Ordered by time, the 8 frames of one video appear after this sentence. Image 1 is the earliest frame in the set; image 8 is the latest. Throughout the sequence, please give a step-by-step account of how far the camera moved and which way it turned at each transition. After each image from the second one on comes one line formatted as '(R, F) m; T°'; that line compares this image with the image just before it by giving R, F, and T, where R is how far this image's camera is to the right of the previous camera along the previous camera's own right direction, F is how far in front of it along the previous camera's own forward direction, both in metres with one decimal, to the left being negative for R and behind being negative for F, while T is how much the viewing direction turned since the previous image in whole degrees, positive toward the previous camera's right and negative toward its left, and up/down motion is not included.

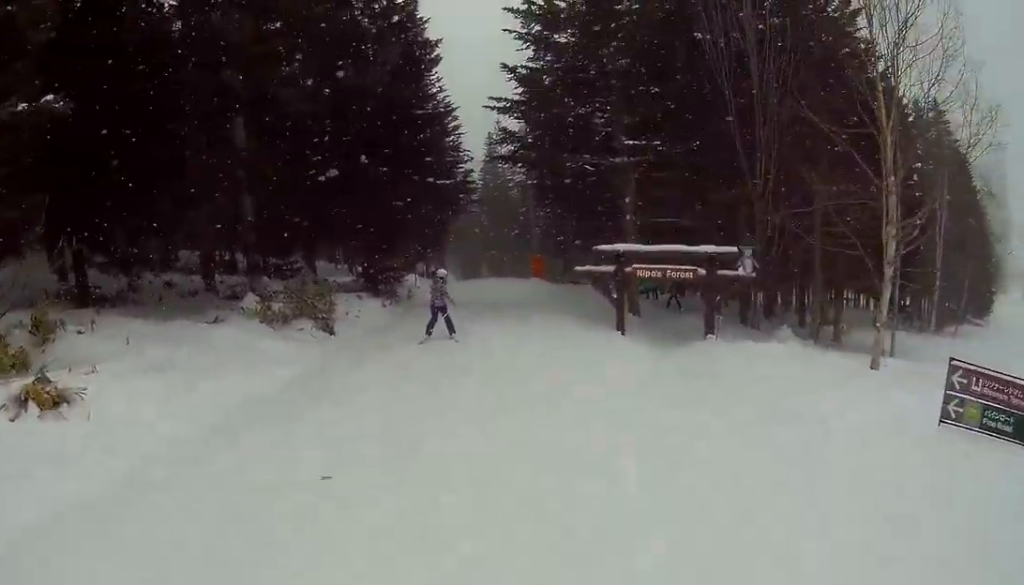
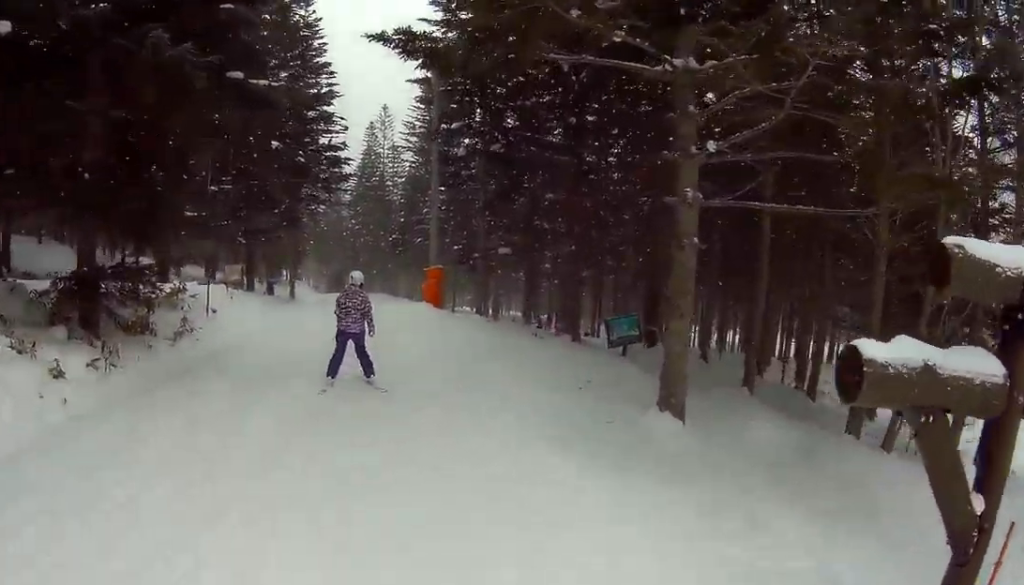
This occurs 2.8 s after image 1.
(+3.6, +12.0) m; +19°
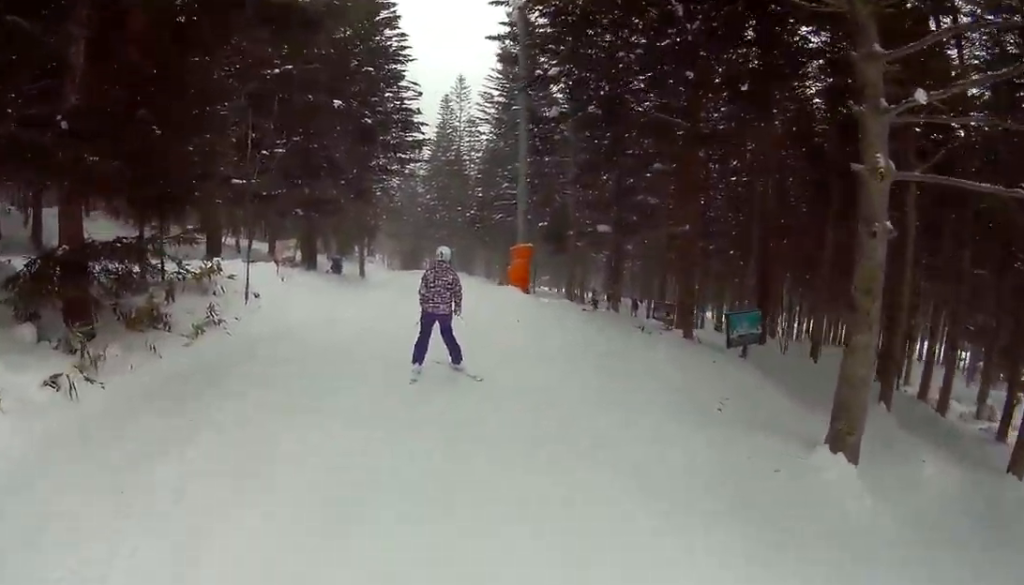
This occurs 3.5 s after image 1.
(+0.1, +2.7) m; -4°
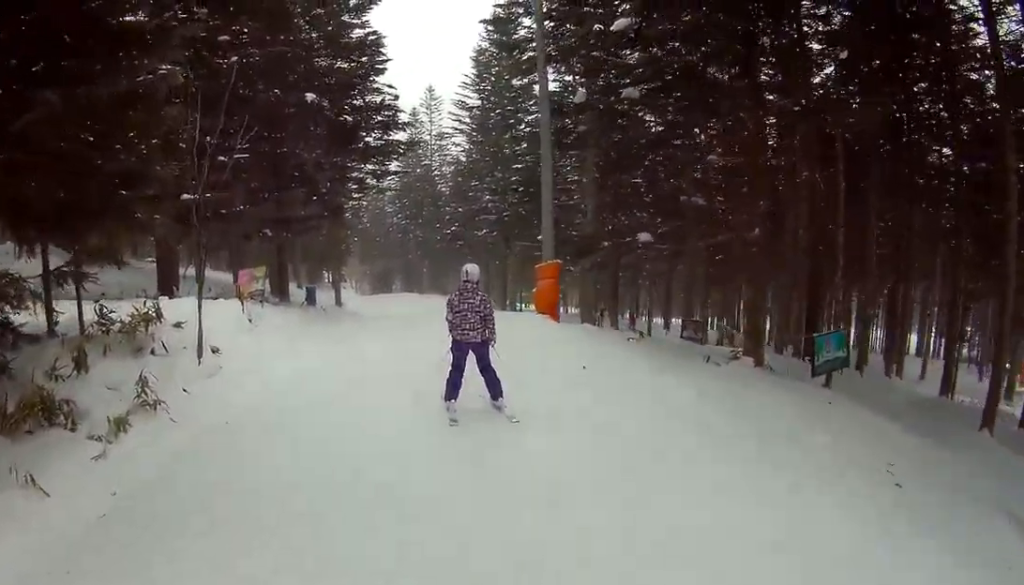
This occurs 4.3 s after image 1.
(-0.4, +3.4) m; -10°
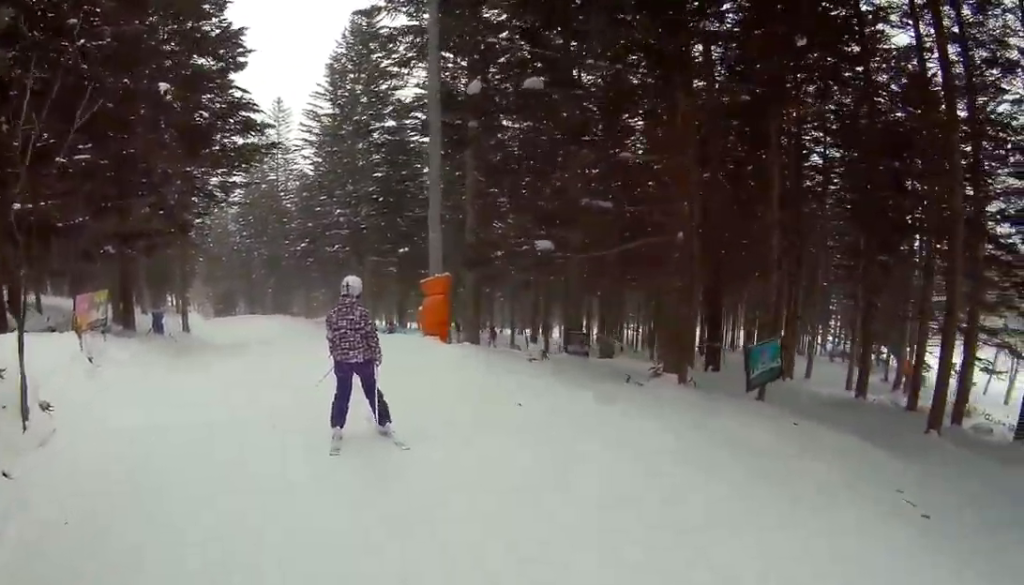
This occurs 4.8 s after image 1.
(-0.4, +1.5) m; +12°
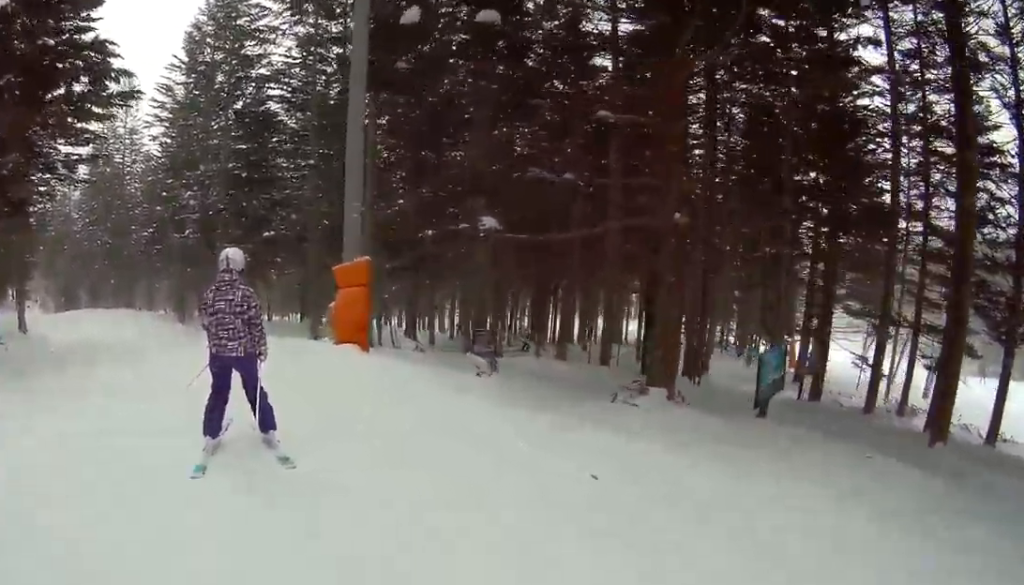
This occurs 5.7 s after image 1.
(+0.5, +2.0) m; +19°
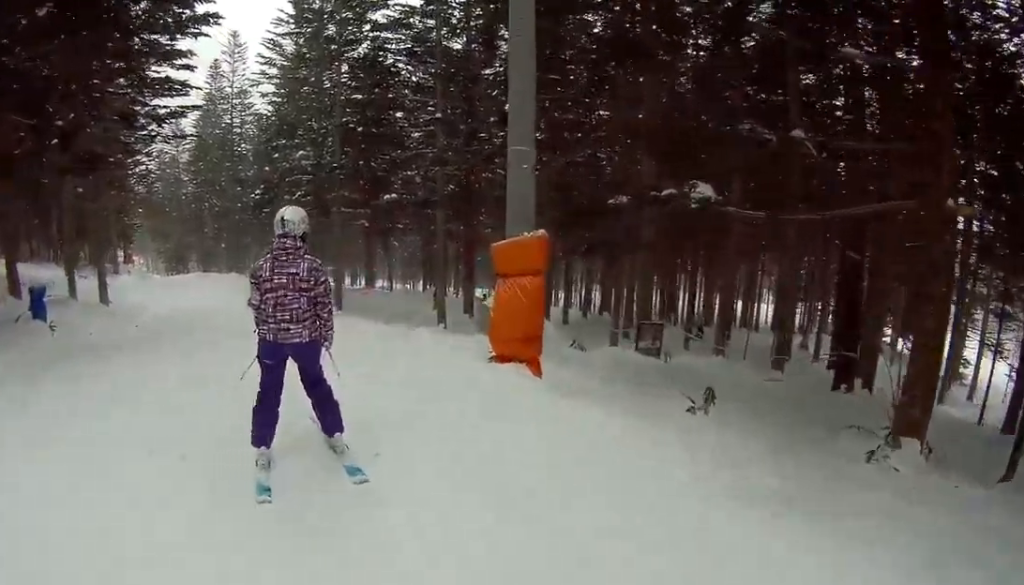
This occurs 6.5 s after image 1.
(+0.7, +2.2) m; +7°
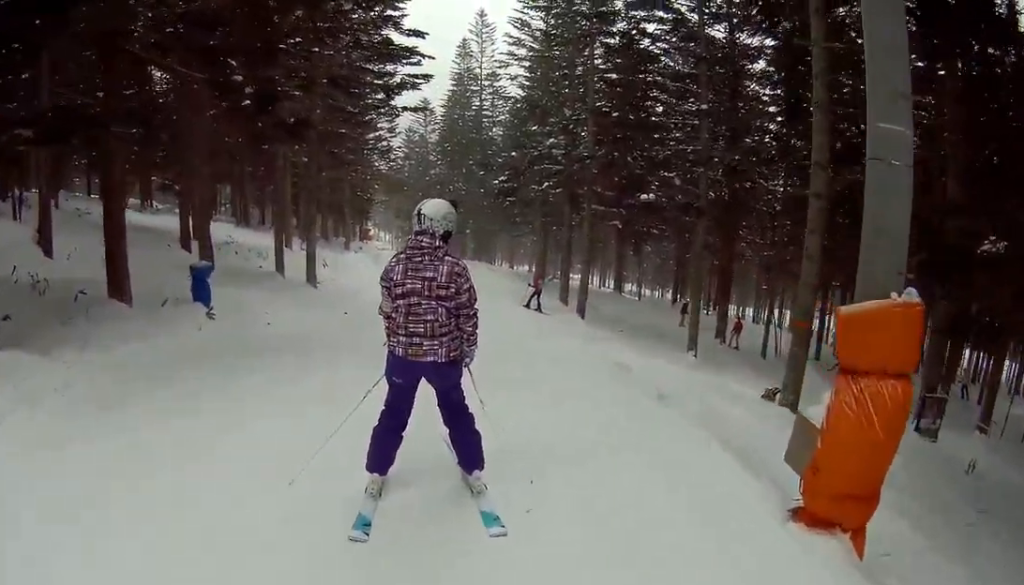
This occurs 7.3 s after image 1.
(-0.5, +2.2) m; -13°
